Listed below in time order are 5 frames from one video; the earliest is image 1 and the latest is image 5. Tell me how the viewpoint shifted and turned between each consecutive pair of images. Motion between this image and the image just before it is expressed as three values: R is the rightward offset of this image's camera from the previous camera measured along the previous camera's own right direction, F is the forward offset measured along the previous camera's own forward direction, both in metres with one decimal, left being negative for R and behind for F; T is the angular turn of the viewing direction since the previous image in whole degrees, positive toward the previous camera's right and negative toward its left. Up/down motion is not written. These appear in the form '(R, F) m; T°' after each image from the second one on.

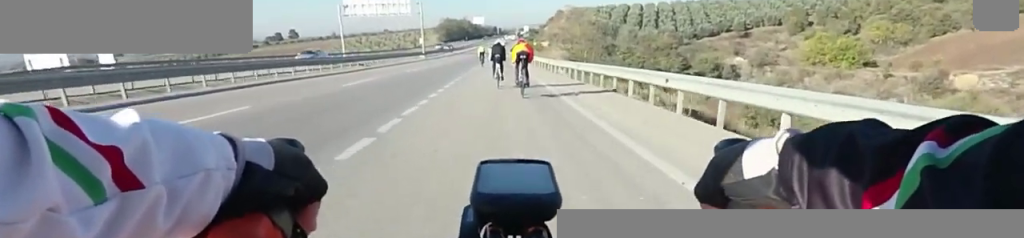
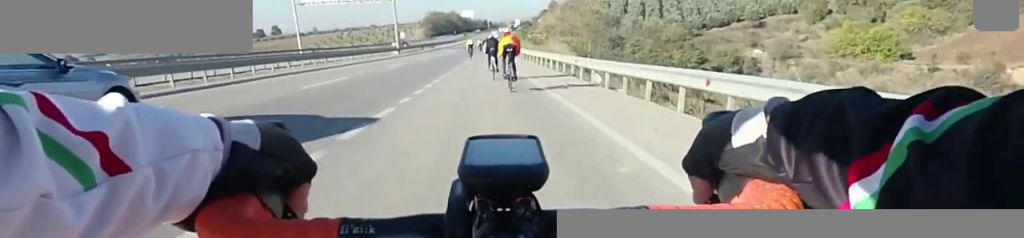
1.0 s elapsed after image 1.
(0.0, +9.5) m; 0°
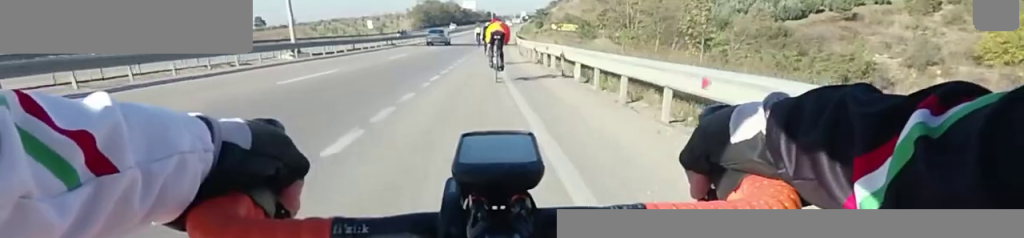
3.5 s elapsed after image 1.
(0.0, +24.7) m; 0°
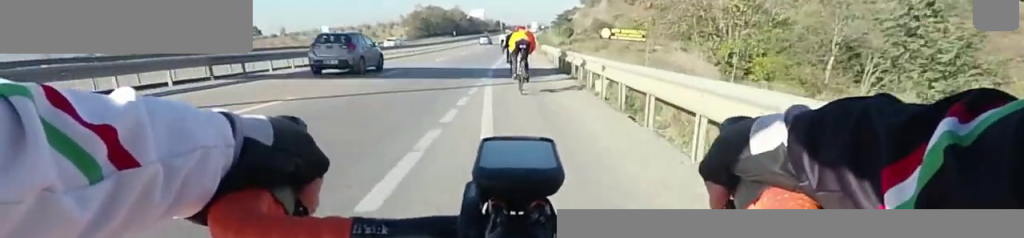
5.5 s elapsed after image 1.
(0.0, +20.1) m; 0°
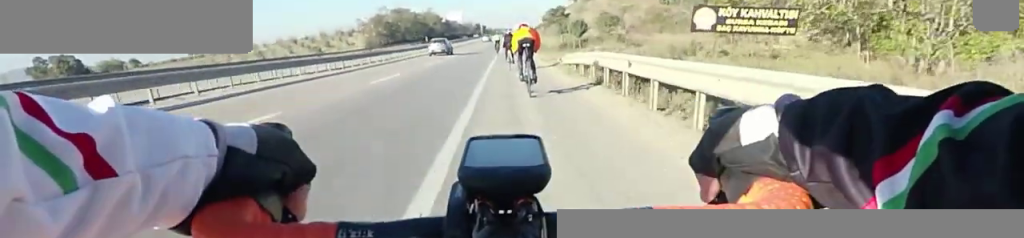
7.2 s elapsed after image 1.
(0.0, +16.7) m; 0°
